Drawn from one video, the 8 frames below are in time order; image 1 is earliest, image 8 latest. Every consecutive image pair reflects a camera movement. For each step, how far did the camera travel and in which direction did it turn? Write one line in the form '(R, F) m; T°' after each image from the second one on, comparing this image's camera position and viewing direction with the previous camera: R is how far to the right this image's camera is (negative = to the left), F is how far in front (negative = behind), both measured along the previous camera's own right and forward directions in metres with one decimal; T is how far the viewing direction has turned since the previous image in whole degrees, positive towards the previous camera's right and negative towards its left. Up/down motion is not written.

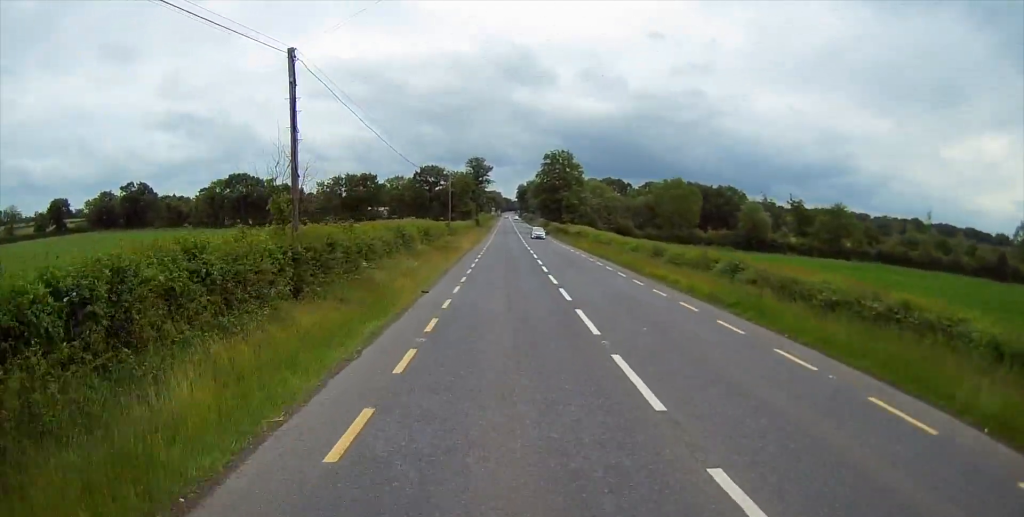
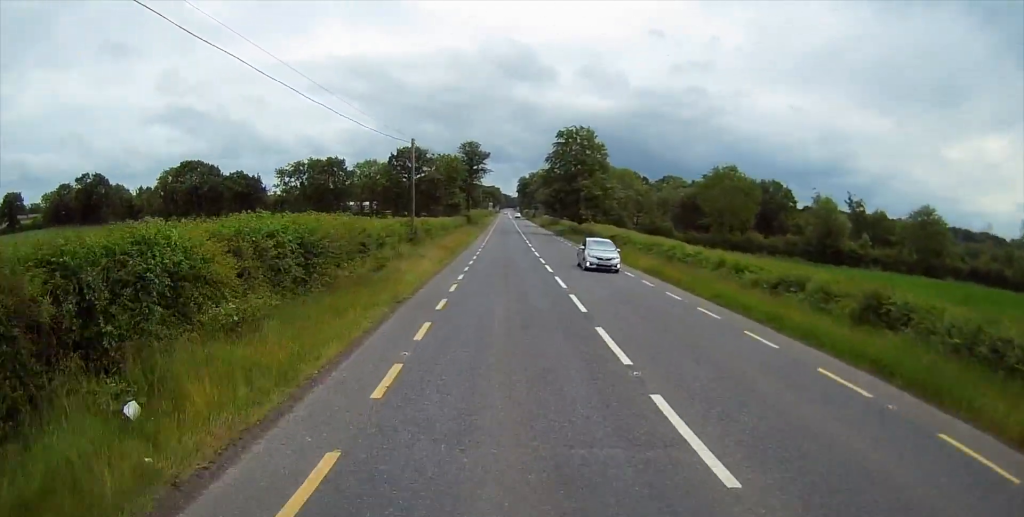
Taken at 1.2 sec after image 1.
(+0.2, +26.5) m; 0°
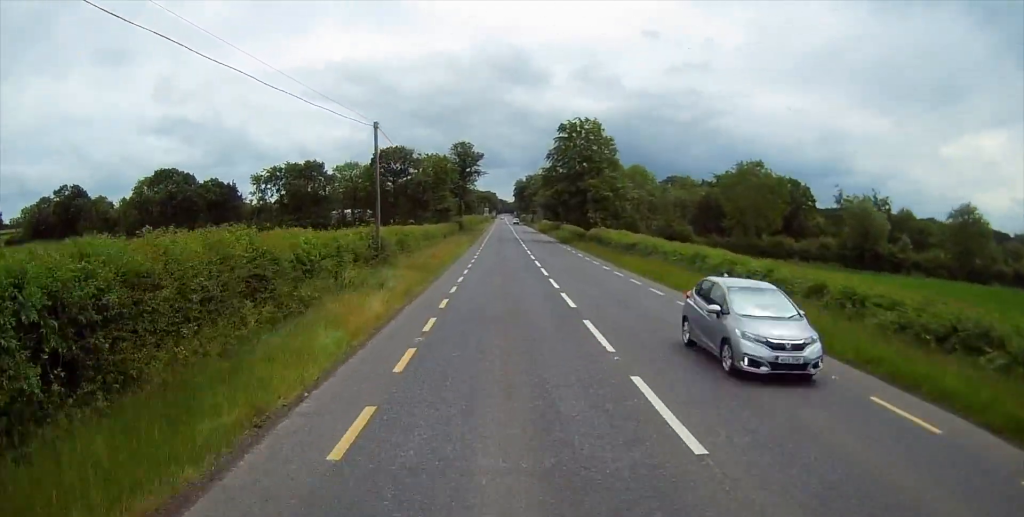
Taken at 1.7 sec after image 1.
(-0.1, +10.3) m; 0°
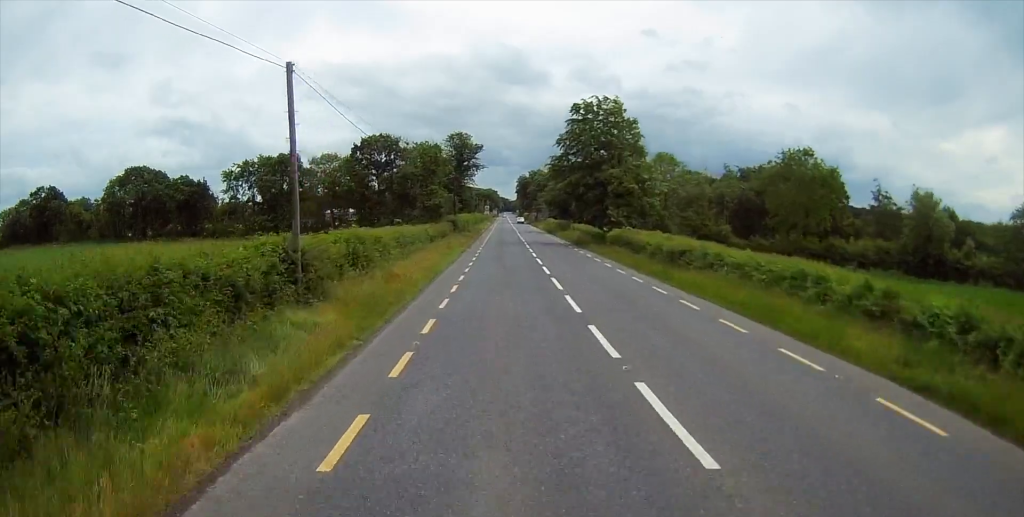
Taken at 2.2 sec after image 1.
(-0.1, +12.5) m; 0°
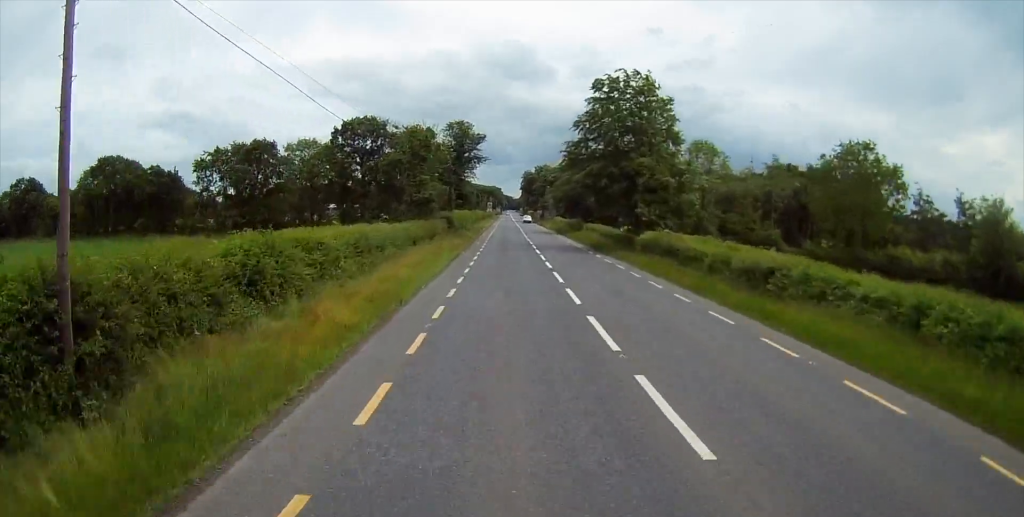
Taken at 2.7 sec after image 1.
(-0.1, +11.0) m; 0°
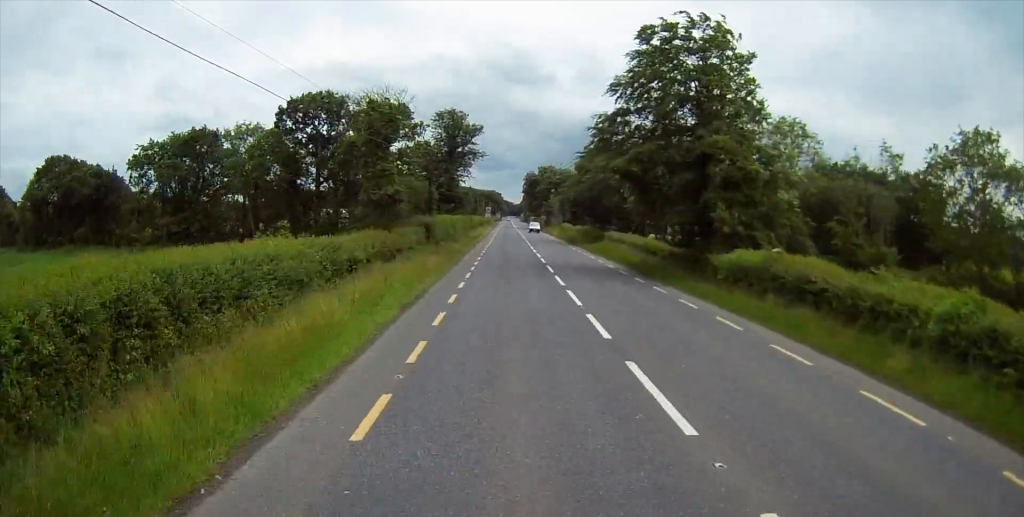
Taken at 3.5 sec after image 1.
(+0.2, +16.8) m; +1°
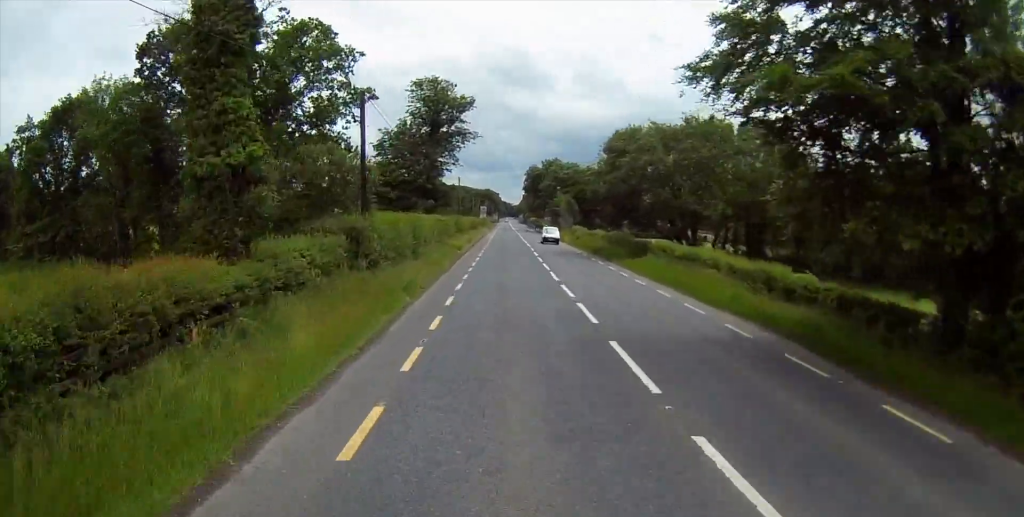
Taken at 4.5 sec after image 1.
(+0.2, +21.2) m; 0°
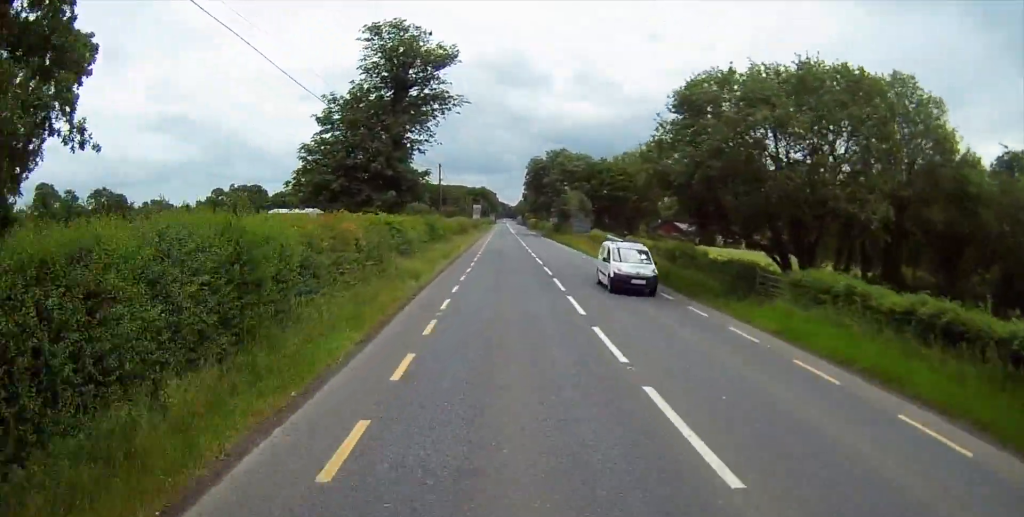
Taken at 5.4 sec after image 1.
(-0.2, +21.0) m; -1°
